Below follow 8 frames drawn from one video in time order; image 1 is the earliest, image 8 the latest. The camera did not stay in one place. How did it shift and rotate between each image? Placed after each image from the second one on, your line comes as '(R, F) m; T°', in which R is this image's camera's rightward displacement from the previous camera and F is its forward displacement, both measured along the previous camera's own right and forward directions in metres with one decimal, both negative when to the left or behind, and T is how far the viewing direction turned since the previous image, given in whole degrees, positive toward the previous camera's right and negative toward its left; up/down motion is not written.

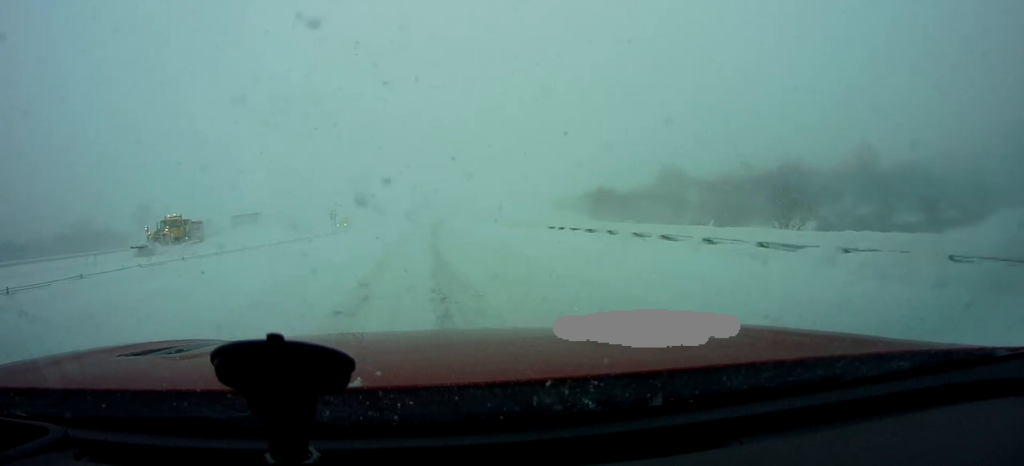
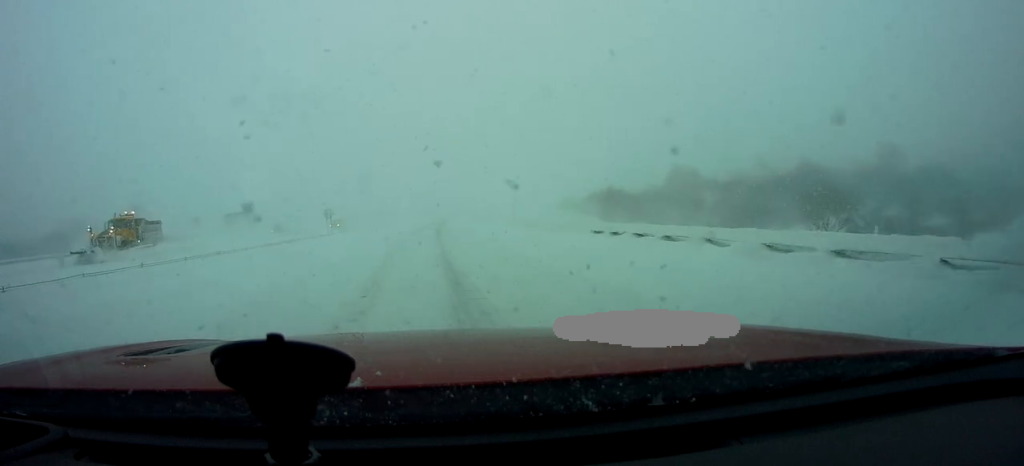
(0.0, +5.3) m; 0°
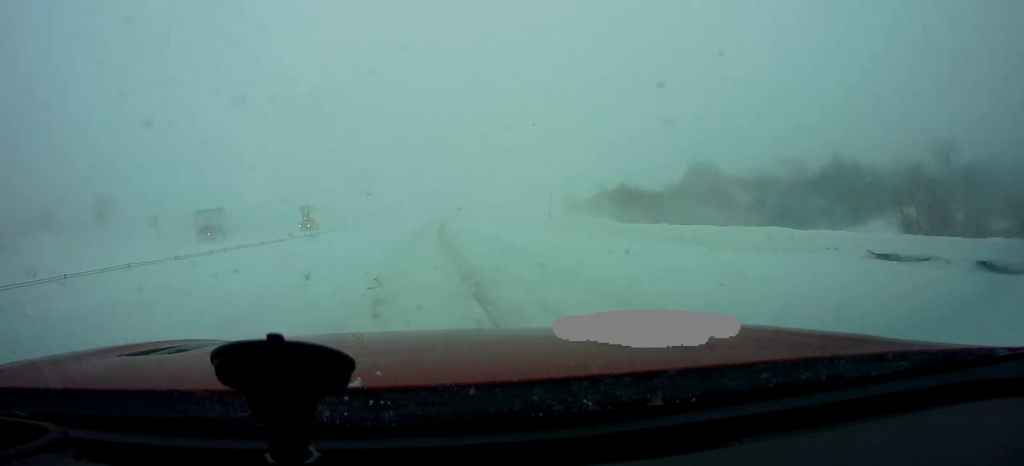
(0.0, +11.4) m; 0°
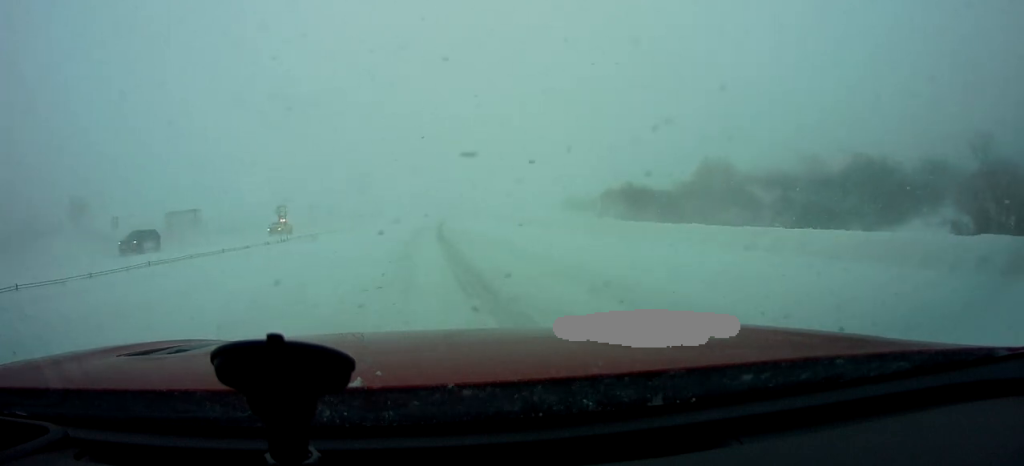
(0.0, +7.9) m; 0°
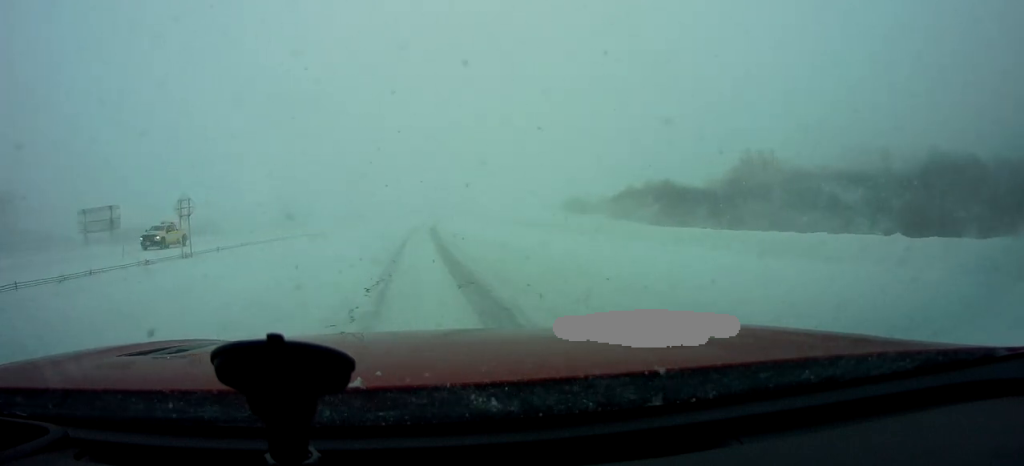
(0.0, +19.7) m; 0°
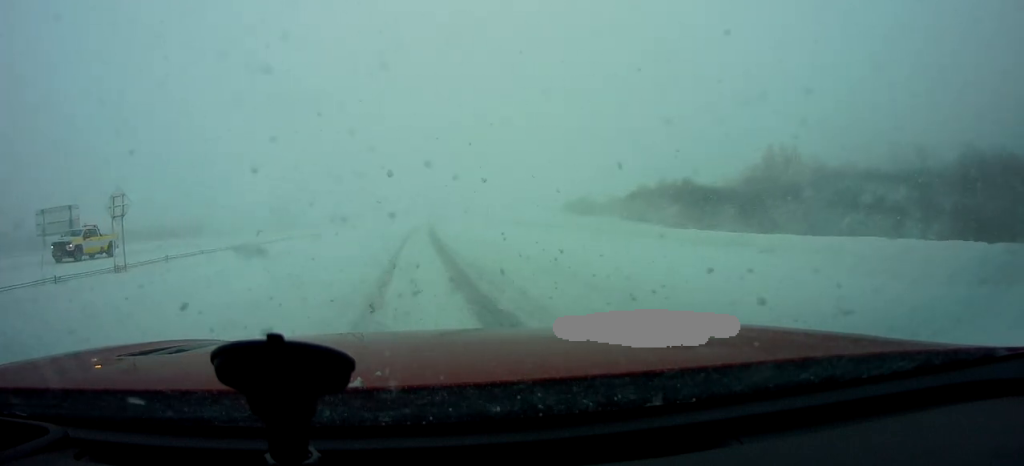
(0.0, +7.4) m; +1°
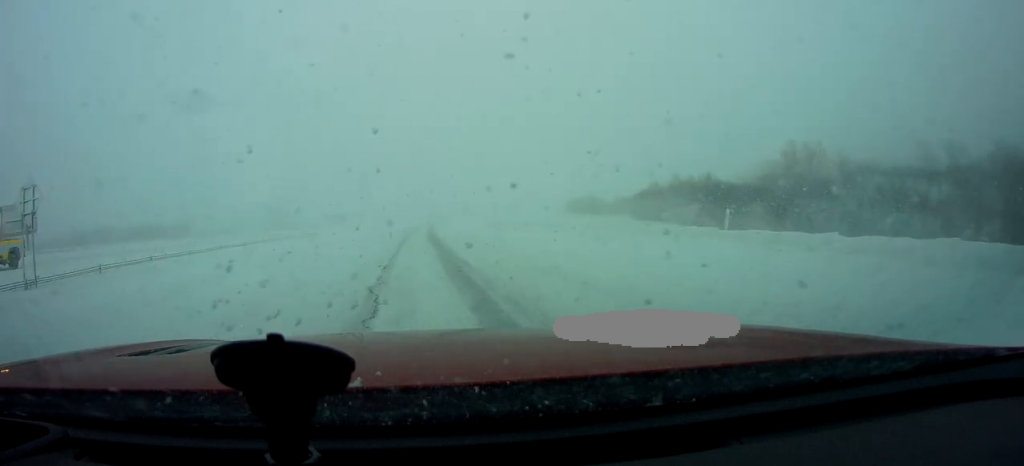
(0.0, +6.6) m; +1°
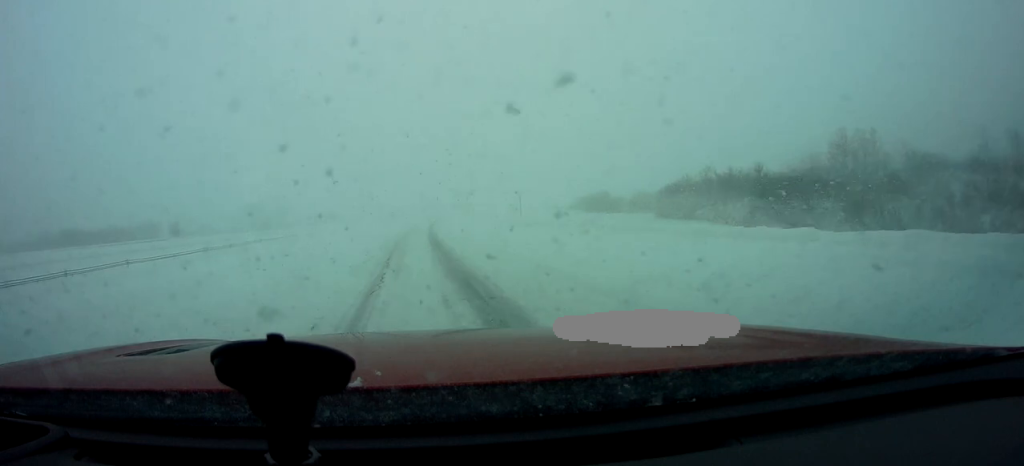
(+0.3, +12.3) m; +2°
